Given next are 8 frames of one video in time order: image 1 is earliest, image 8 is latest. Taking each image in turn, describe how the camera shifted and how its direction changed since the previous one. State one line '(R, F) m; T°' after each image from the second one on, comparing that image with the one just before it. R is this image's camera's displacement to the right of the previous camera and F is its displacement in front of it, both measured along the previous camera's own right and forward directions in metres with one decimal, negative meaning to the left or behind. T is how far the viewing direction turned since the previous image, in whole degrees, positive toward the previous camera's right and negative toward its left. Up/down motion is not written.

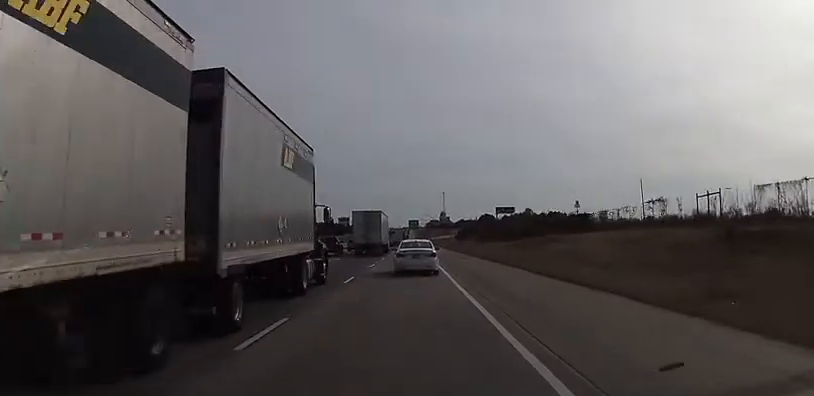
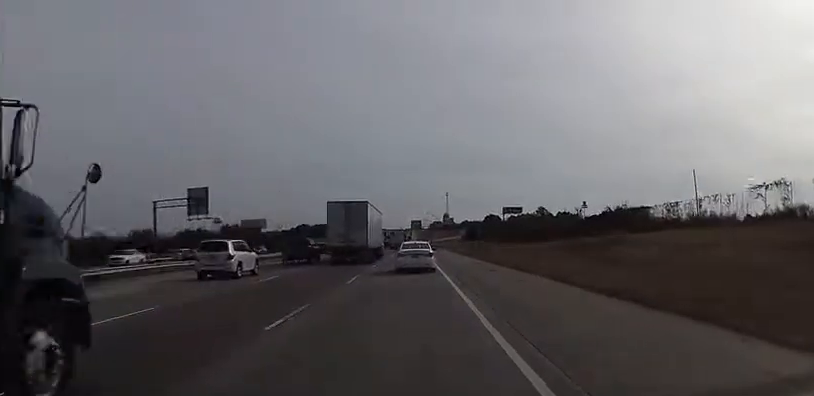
(+0.1, +22.5) m; -1°
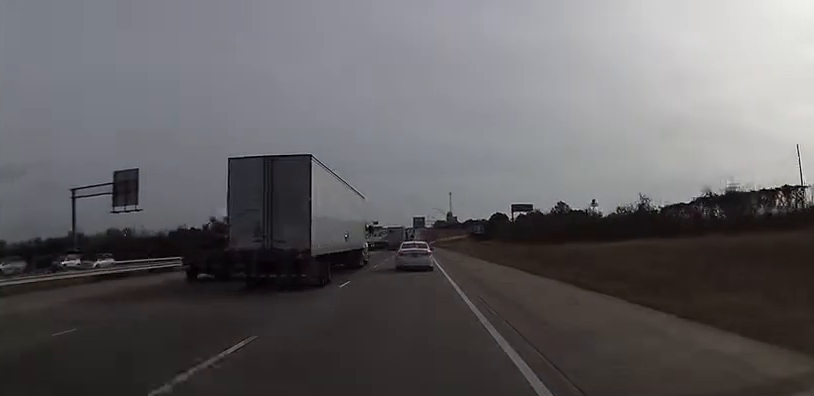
(-0.1, +27.5) m; 0°
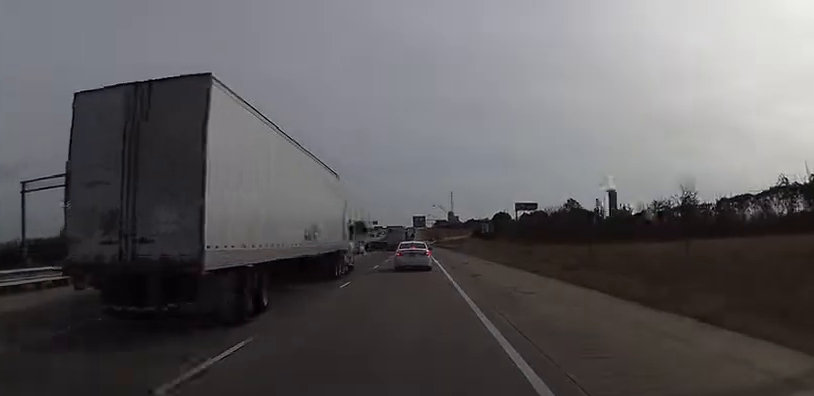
(0.0, +11.9) m; 0°
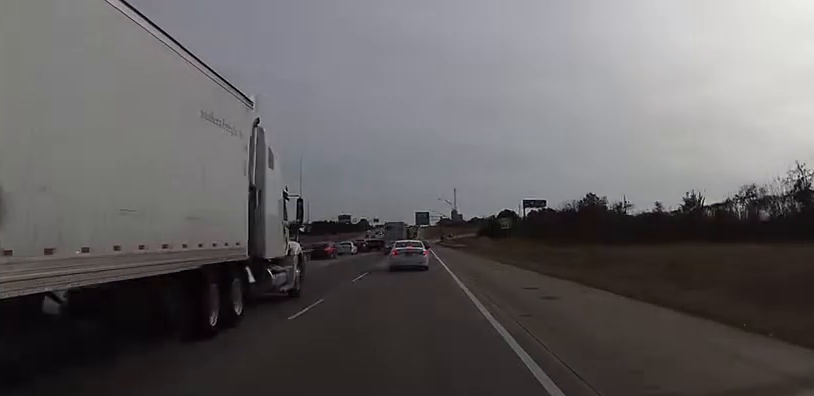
(0.0, +19.3) m; 0°
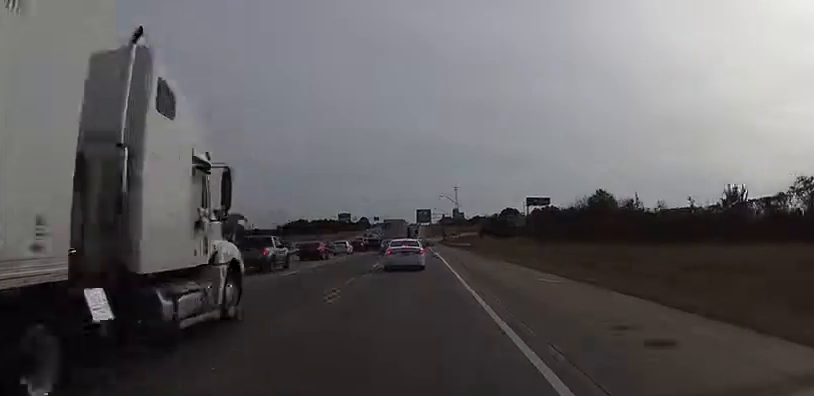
(0.0, +7.9) m; 0°
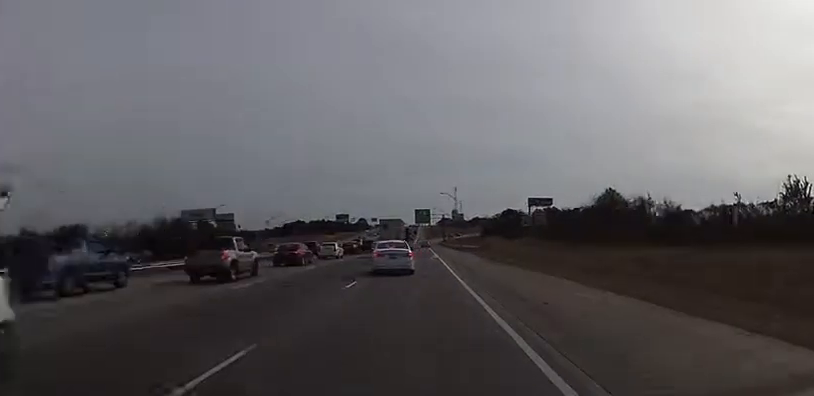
(-0.1, +9.5) m; 0°
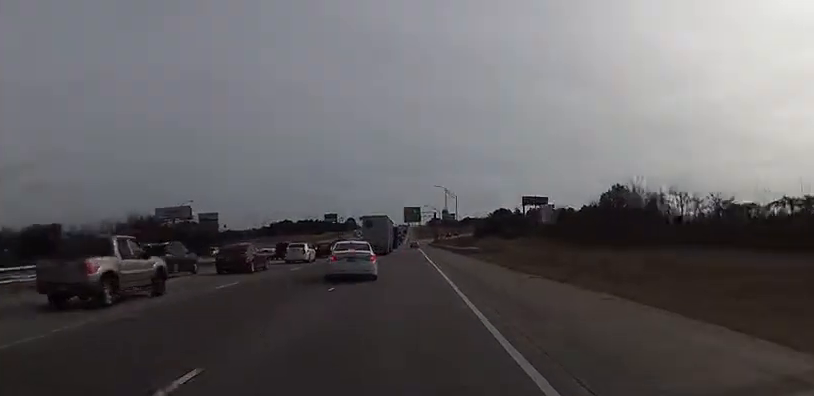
(+0.1, +13.8) m; 0°
